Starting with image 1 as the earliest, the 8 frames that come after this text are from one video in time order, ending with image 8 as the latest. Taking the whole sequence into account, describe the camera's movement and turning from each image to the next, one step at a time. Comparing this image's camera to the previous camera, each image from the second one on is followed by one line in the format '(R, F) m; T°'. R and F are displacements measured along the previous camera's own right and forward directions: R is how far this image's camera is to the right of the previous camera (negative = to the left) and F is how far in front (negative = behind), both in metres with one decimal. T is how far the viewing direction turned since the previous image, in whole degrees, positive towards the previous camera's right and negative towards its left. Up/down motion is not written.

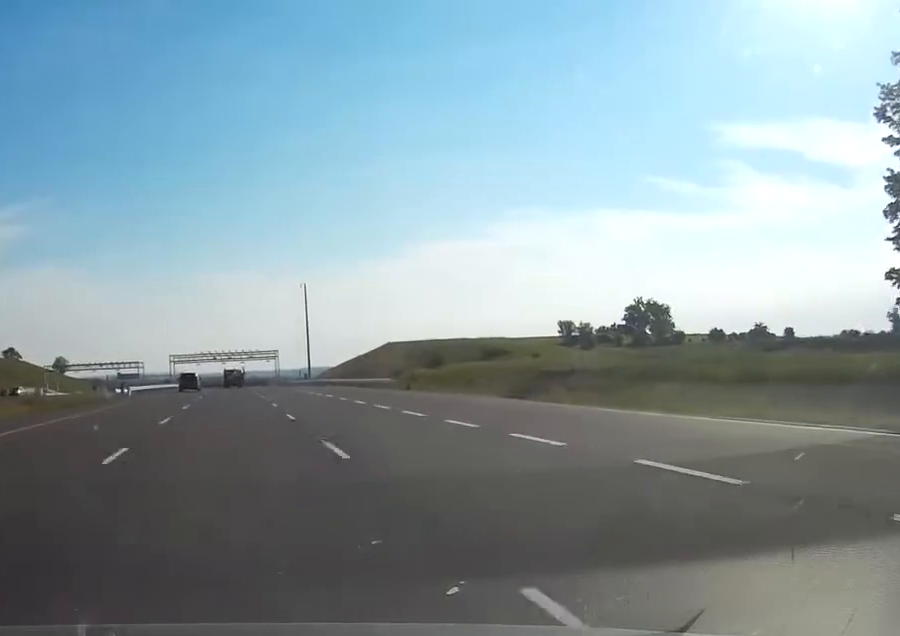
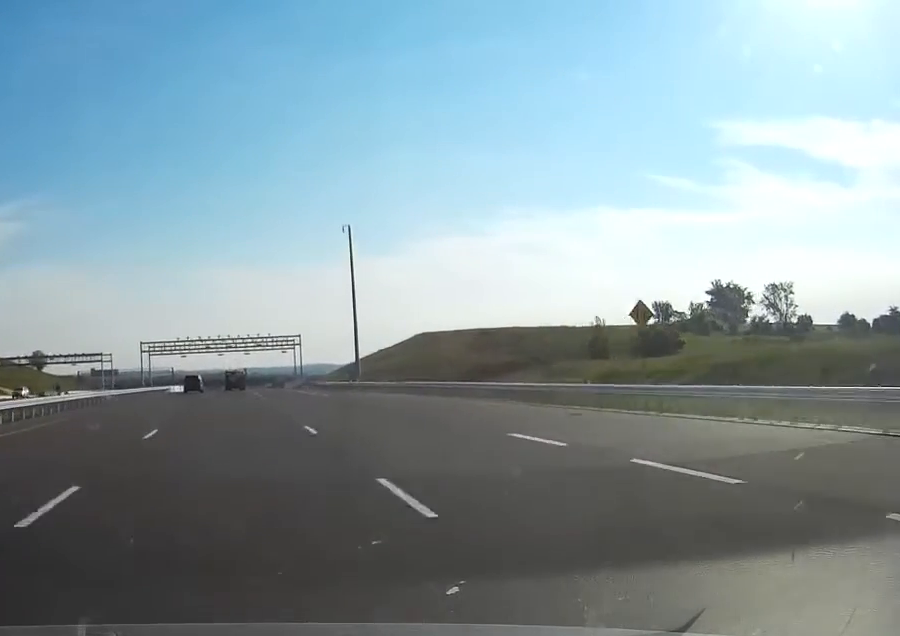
(0.0, +65.6) m; 0°
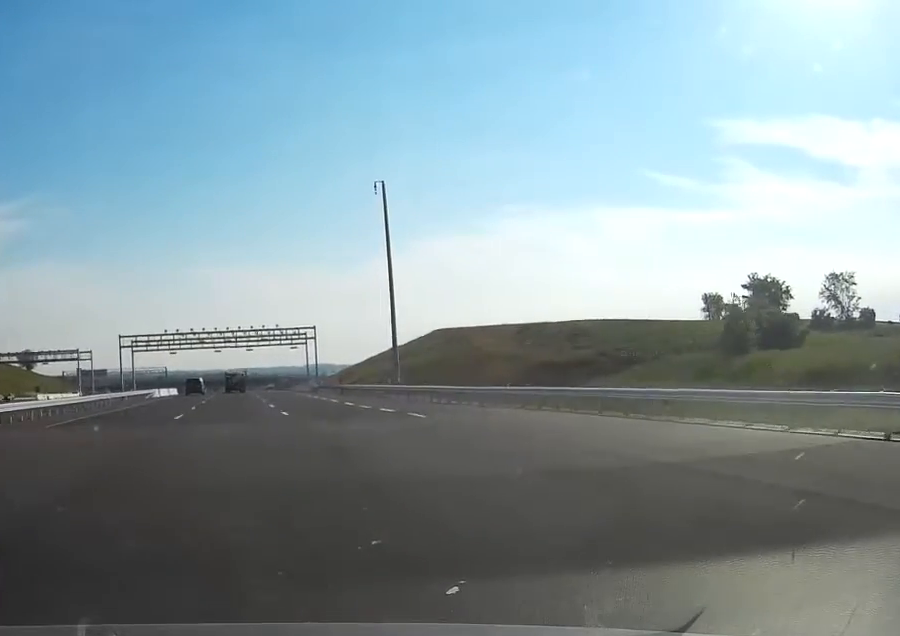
(0.0, +25.4) m; 0°
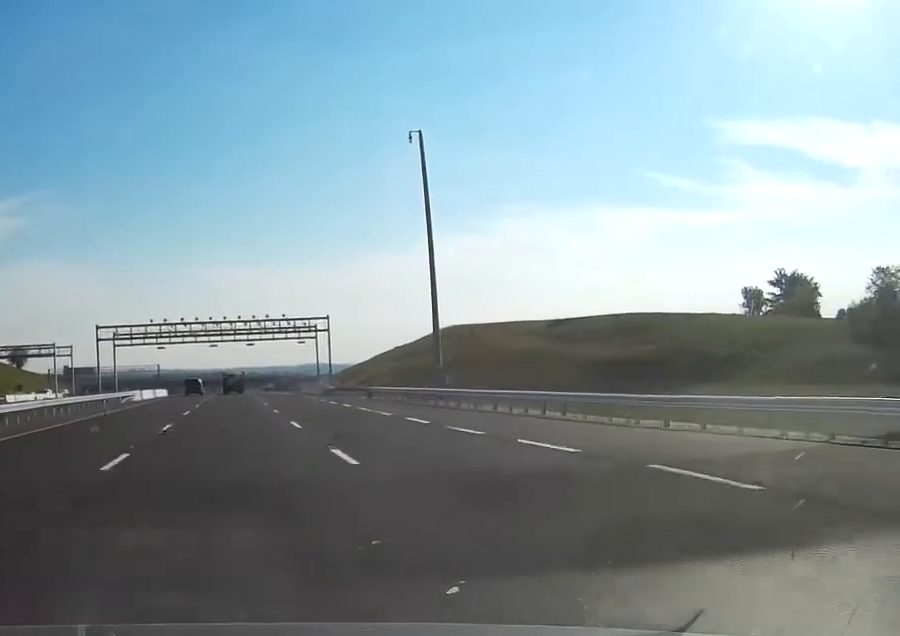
(0.0, +17.6) m; 0°
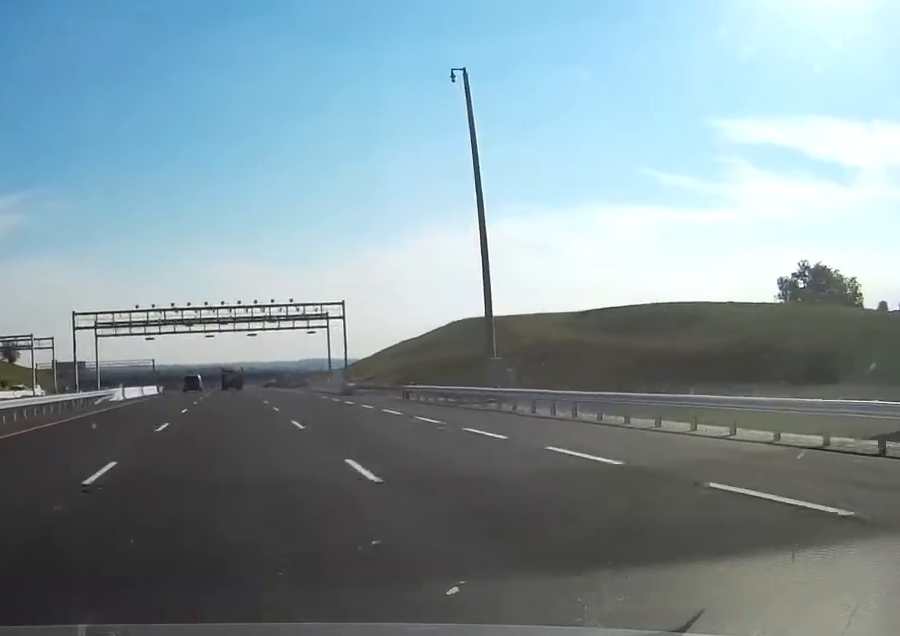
(0.0, +13.8) m; 0°
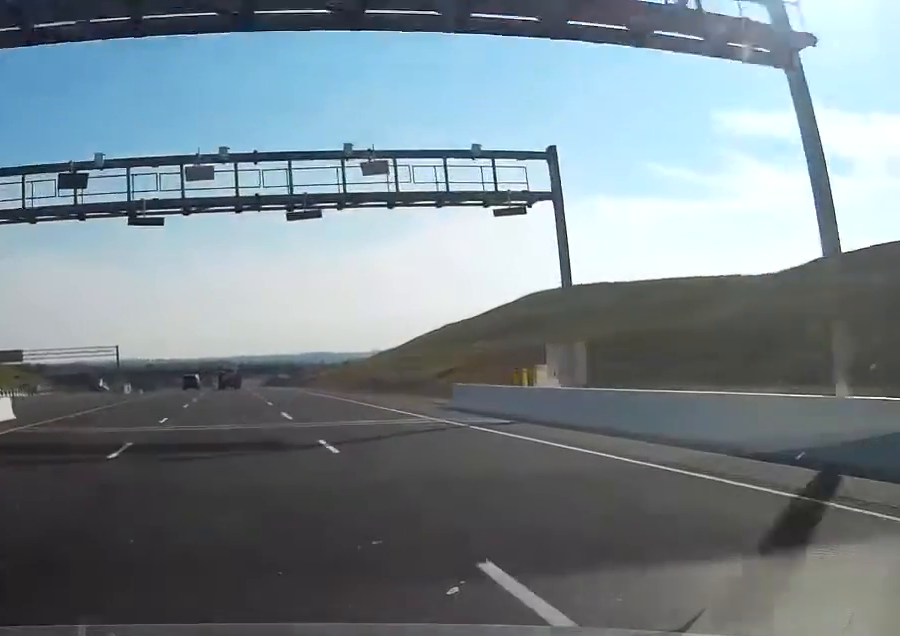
(0.0, +68.3) m; 0°
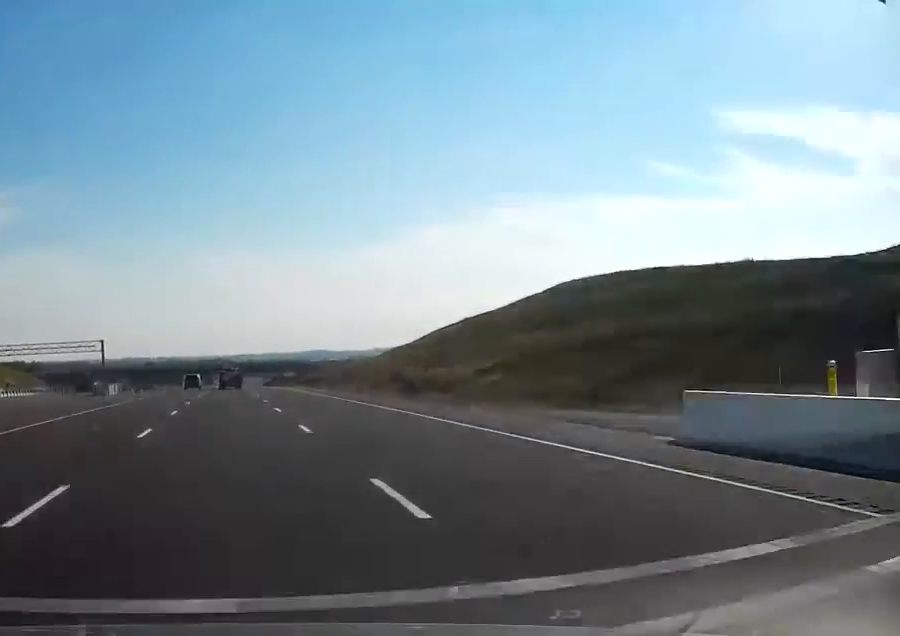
(-0.1, +18.9) m; 0°
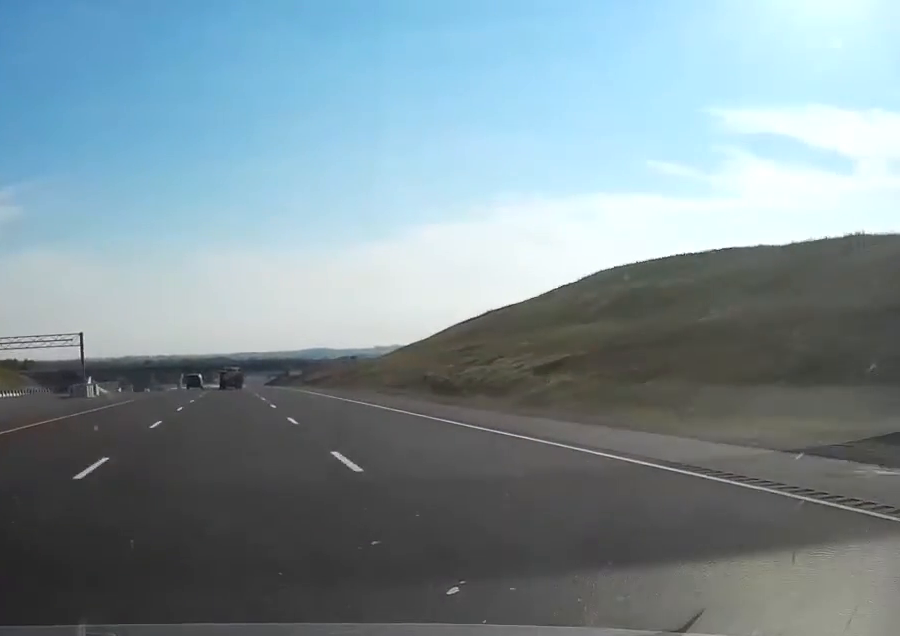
(-0.1, +19.9) m; 0°
